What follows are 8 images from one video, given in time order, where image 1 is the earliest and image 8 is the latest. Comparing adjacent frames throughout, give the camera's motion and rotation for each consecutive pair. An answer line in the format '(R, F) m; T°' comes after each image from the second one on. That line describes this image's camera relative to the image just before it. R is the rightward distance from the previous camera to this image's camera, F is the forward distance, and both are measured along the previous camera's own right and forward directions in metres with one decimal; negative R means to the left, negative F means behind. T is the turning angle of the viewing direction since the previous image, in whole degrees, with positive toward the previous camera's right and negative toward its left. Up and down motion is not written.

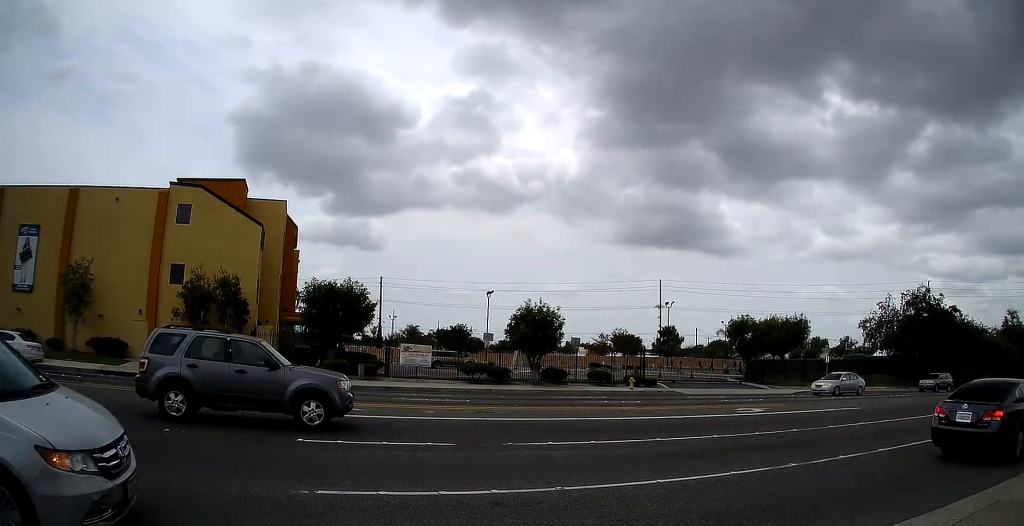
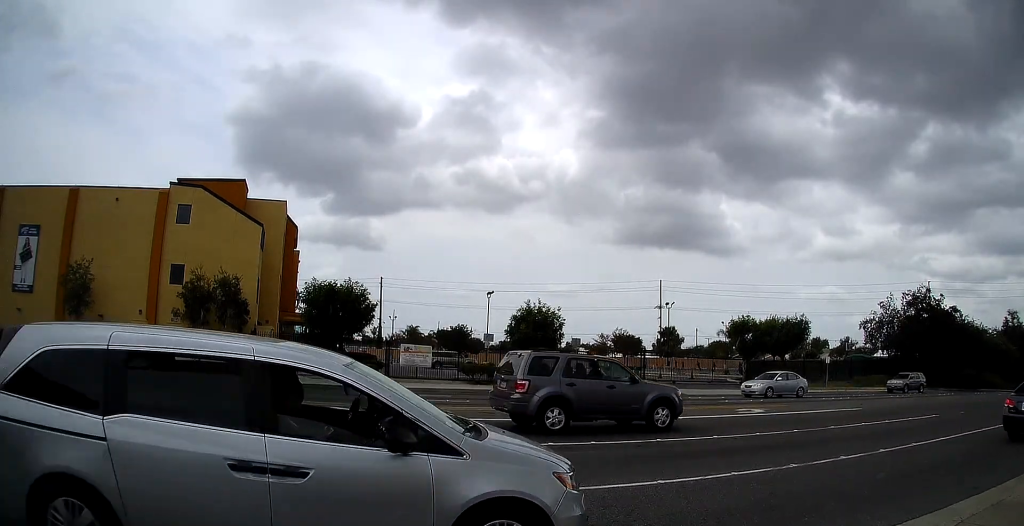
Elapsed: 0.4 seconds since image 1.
(0.0, 0.0) m; 0°
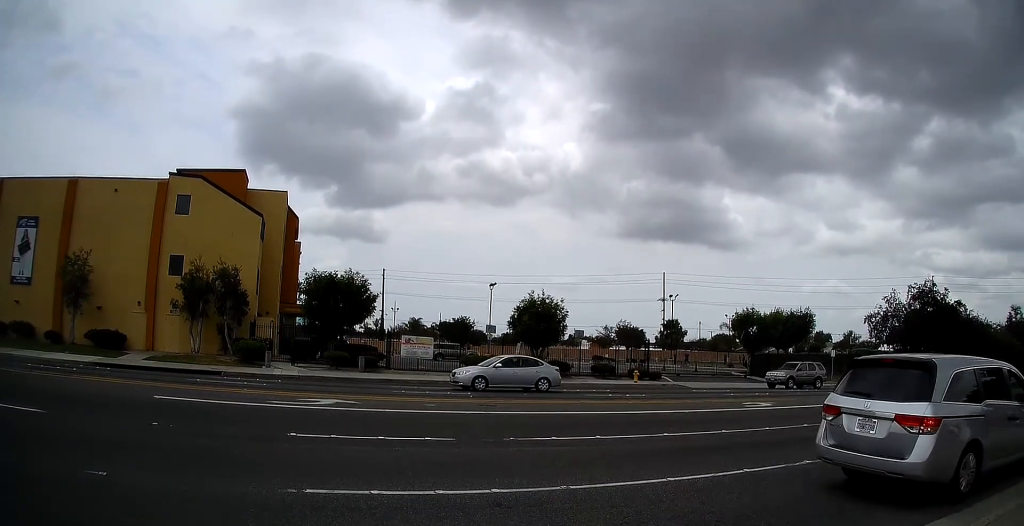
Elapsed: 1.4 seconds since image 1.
(0.0, 0.0) m; 0°
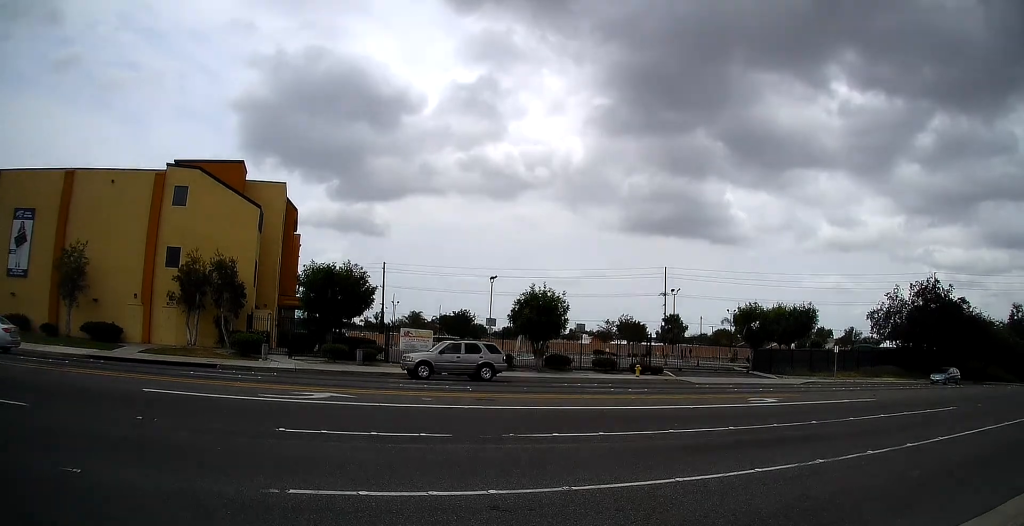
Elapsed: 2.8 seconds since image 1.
(0.0, 0.0) m; 0°
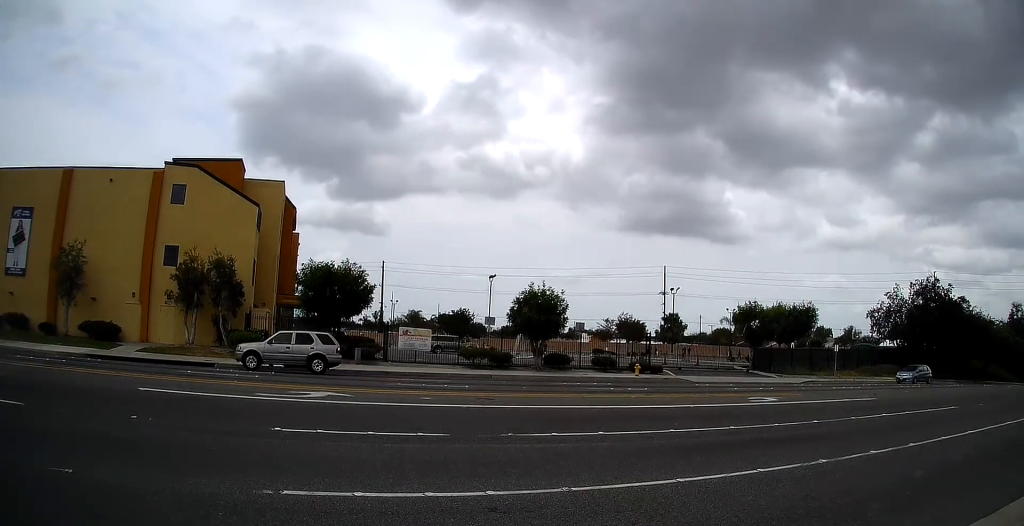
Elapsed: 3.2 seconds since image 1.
(0.0, 0.0) m; 0°
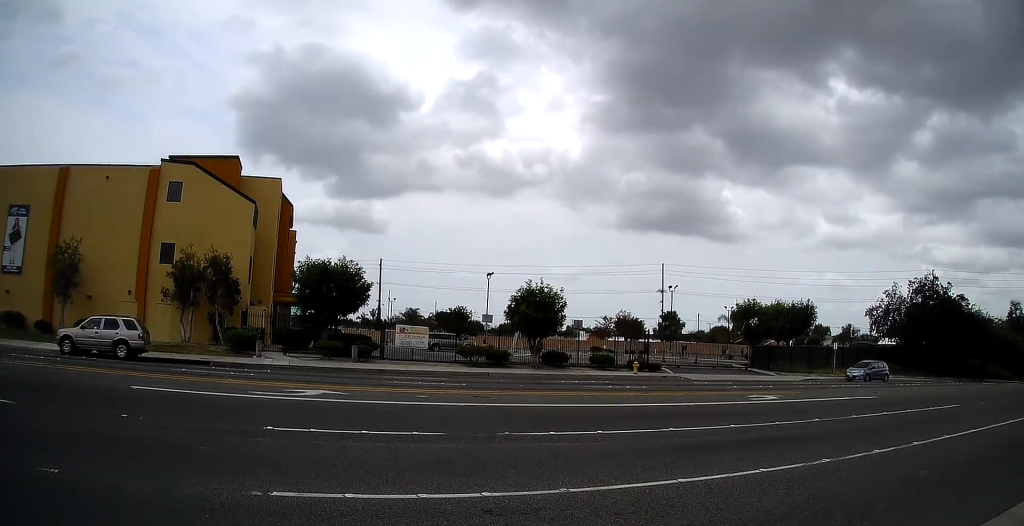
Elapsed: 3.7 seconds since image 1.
(-0.1, +0.1) m; 0°
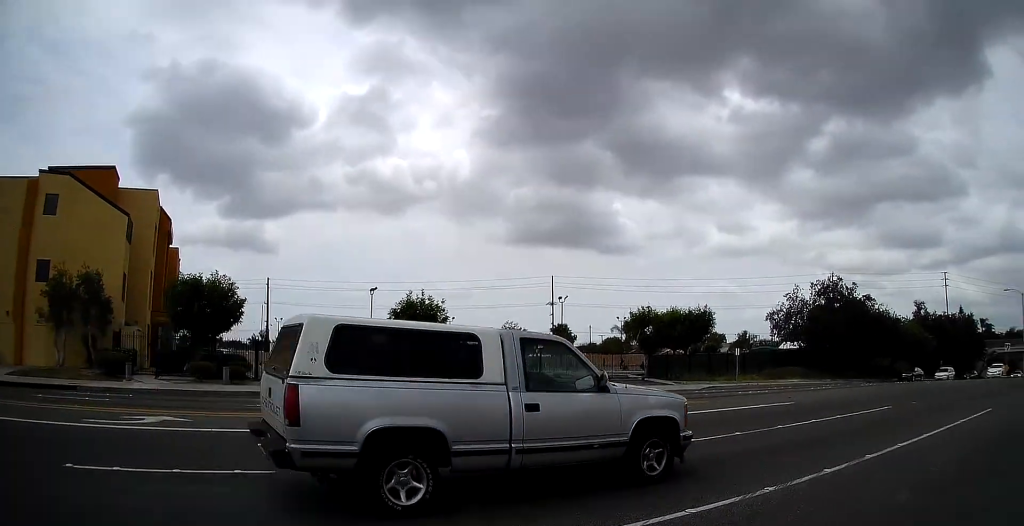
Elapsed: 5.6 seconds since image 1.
(-0.7, +0.9) m; 0°
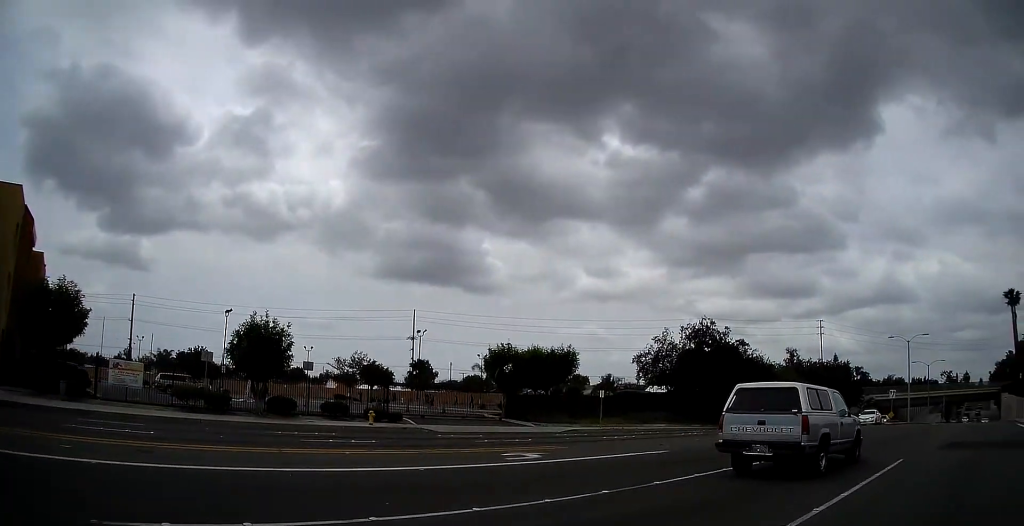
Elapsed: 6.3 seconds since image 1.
(+0.1, +1.1) m; +12°
